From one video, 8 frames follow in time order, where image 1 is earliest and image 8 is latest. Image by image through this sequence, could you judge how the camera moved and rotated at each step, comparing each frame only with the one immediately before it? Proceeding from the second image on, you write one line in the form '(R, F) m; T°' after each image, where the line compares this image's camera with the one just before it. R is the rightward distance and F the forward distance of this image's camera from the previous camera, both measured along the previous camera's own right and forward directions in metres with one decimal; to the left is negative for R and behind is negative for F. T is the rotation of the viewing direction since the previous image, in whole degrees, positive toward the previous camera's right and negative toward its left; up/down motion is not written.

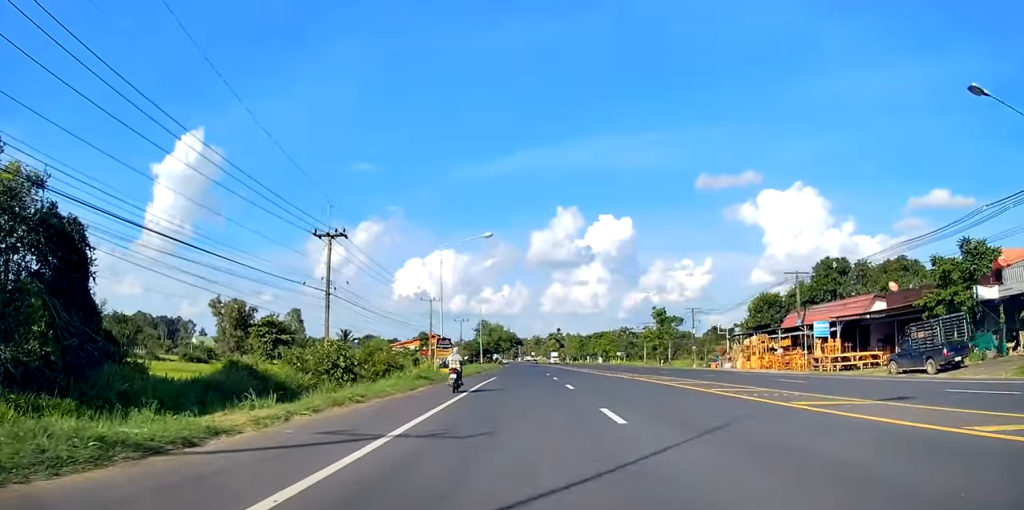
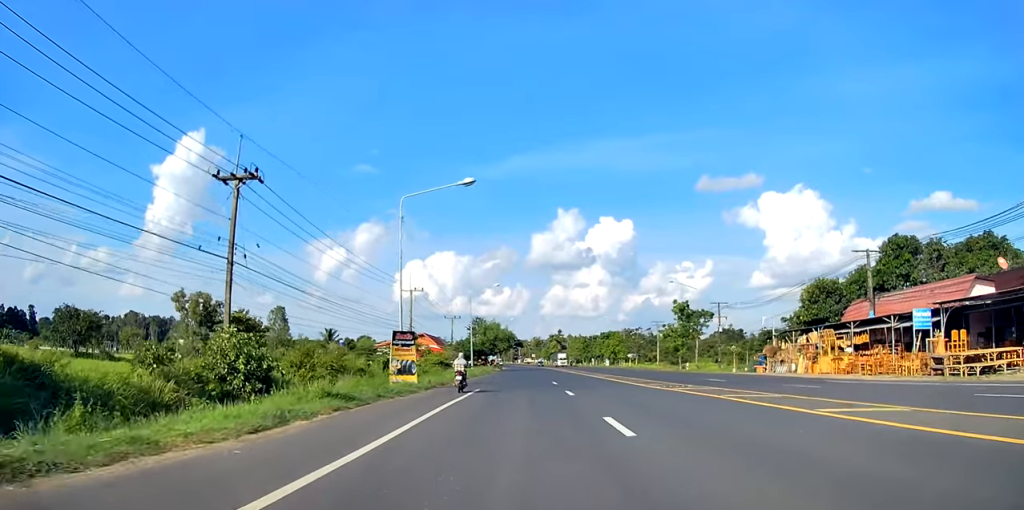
(0.0, +14.9) m; 0°
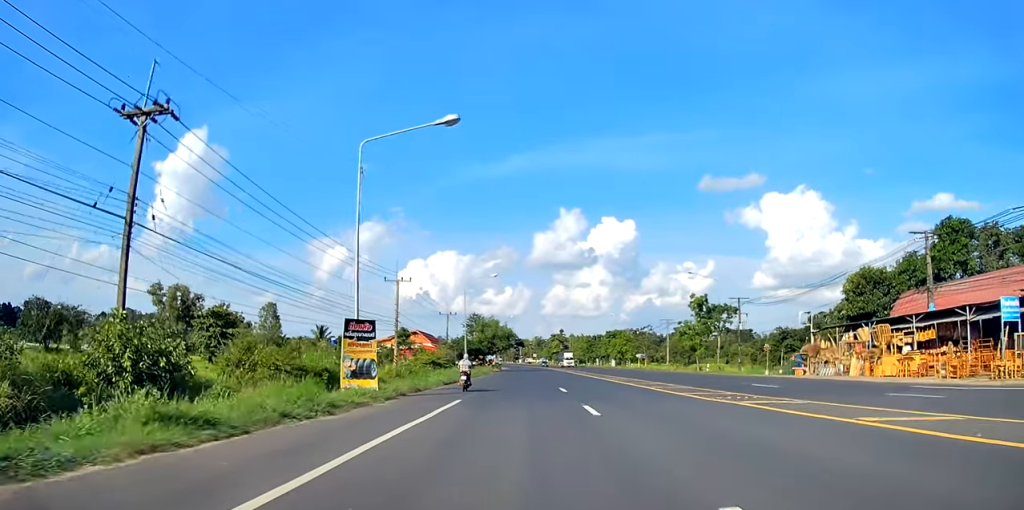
(+0.1, +7.6) m; 0°
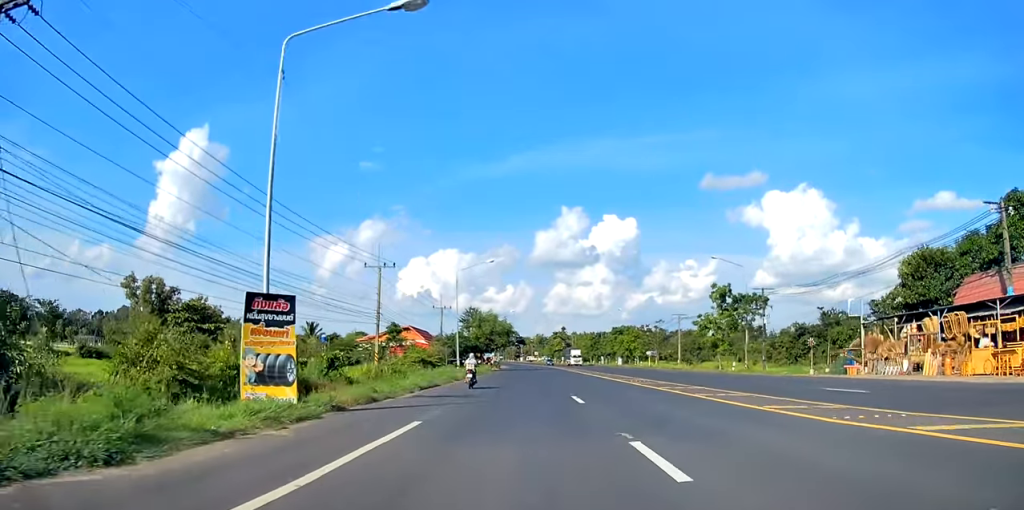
(+0.1, +8.2) m; 0°
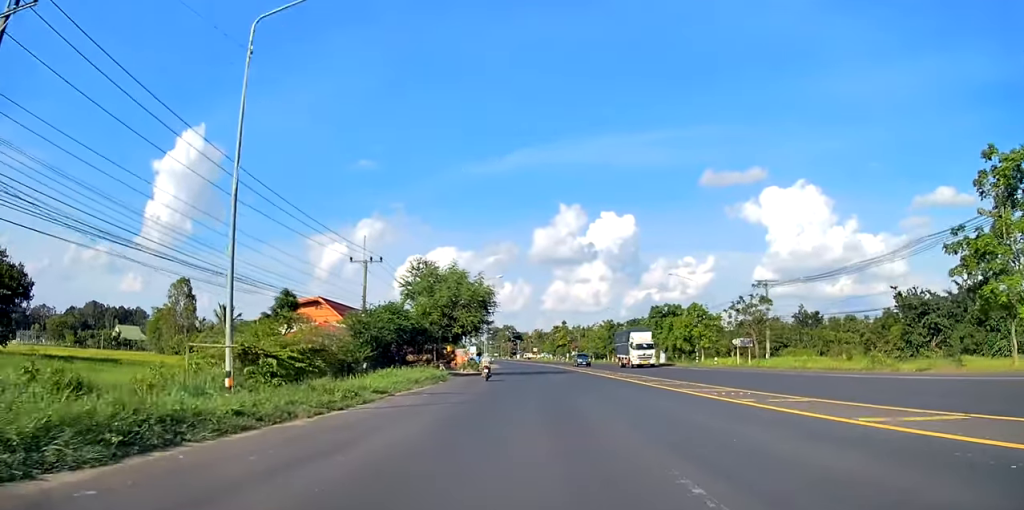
(+0.4, +40.2) m; 0°
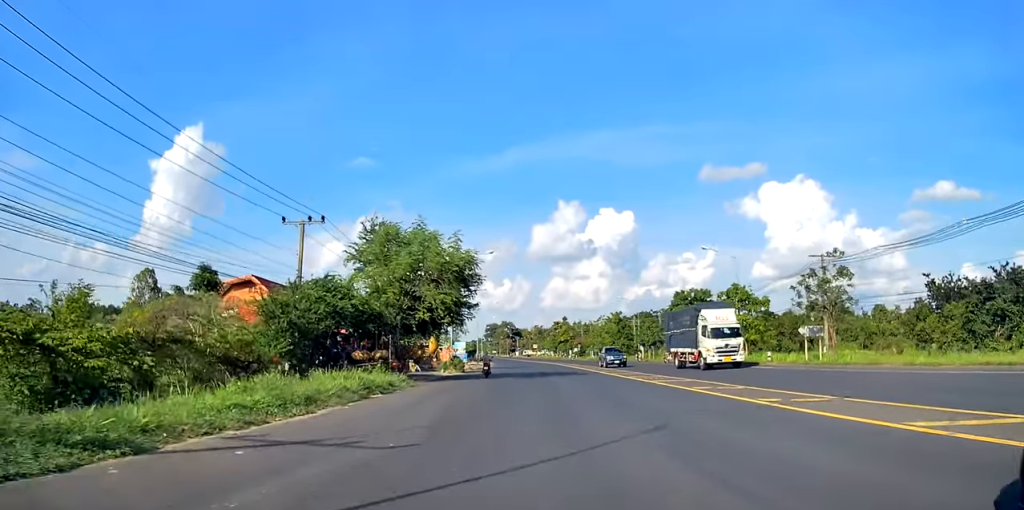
(-0.1, +13.4) m; 0°
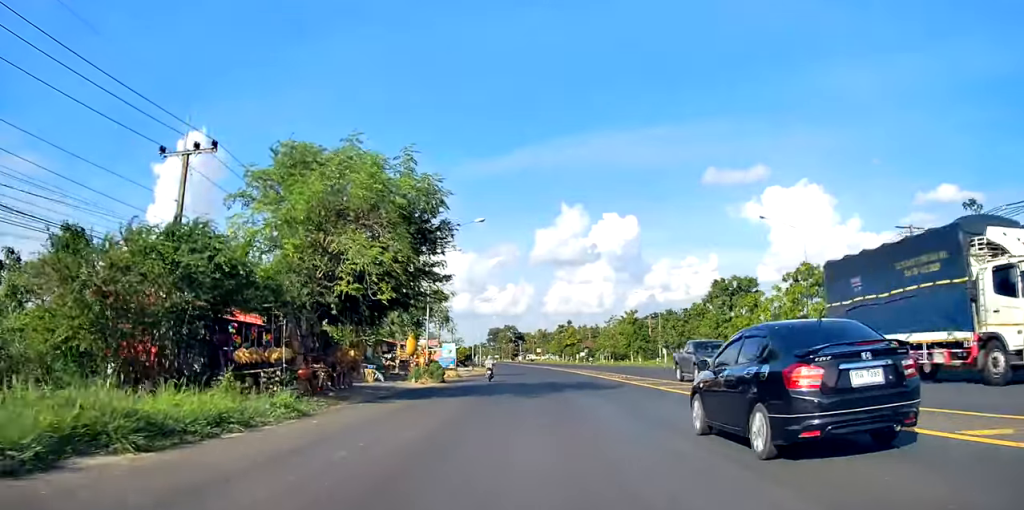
(+0.2, +13.0) m; +1°
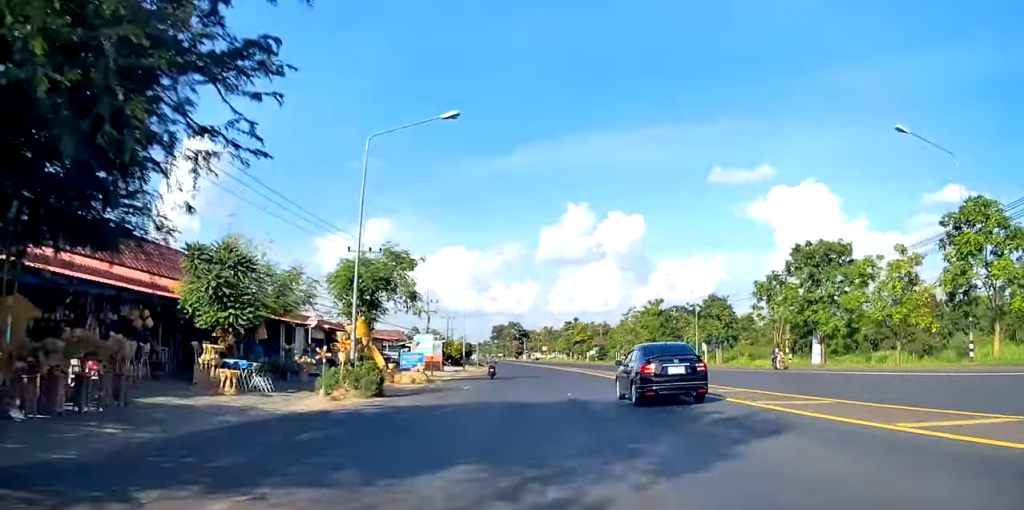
(+0.1, +16.1) m; 0°
